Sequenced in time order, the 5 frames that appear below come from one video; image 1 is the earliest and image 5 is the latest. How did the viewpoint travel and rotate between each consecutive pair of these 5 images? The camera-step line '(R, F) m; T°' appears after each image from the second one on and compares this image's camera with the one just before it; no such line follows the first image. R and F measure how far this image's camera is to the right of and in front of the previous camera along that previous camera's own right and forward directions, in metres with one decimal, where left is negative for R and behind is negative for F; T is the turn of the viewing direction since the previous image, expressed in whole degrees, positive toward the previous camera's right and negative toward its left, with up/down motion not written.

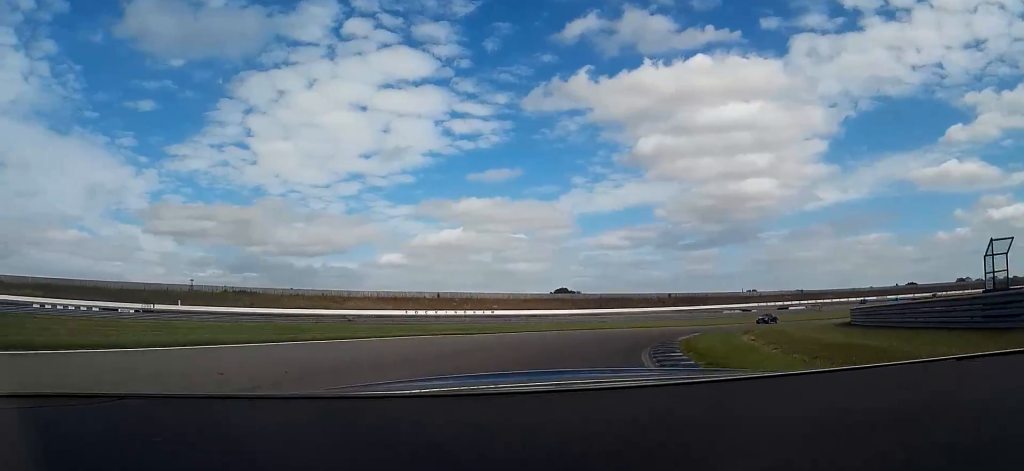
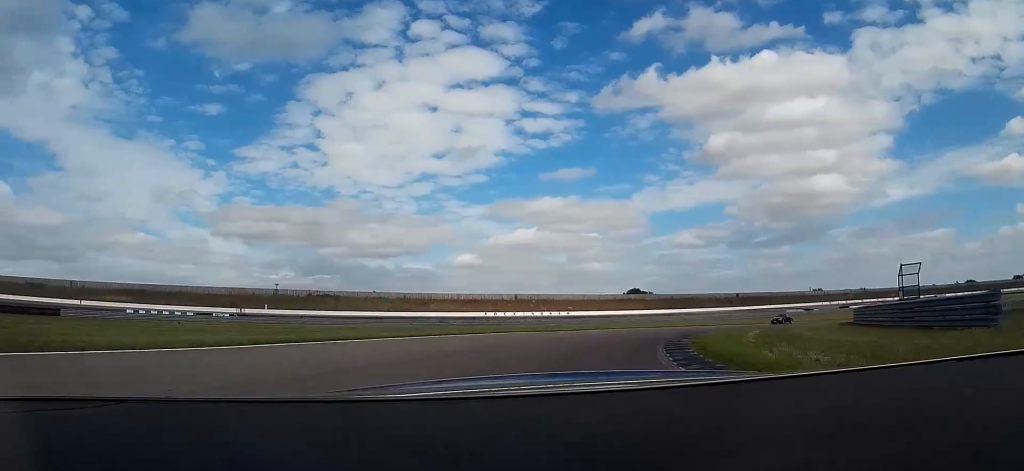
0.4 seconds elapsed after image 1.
(+0.1, +10.4) m; -7°
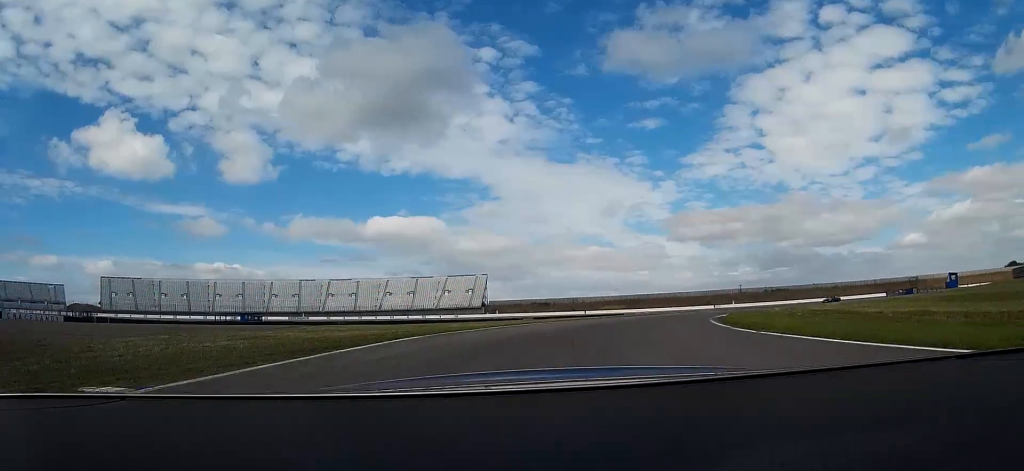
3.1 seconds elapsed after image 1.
(-27.9, +65.3) m; -40°
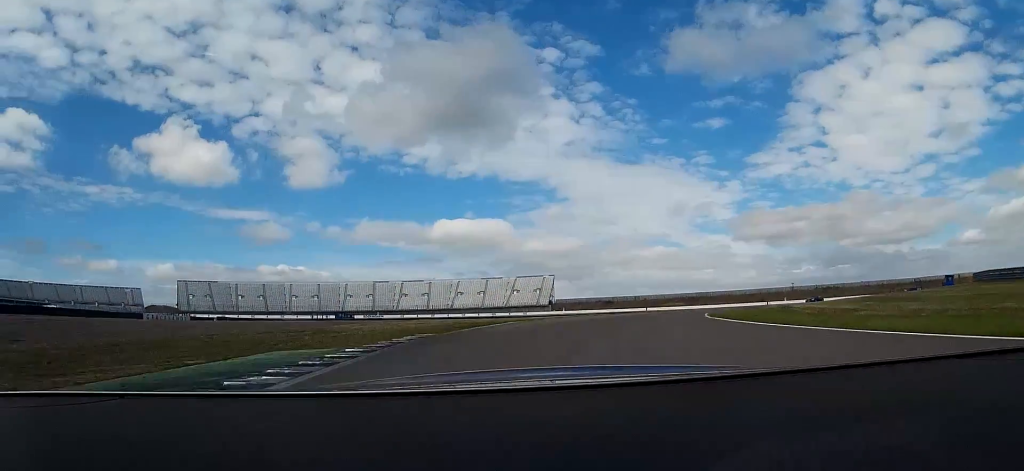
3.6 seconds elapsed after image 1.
(-0.6, +15.9) m; -5°
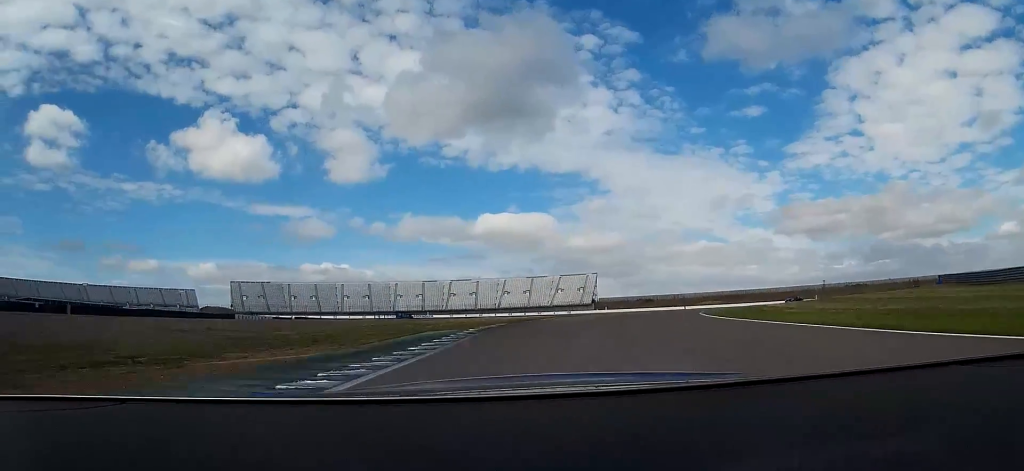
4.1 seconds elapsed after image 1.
(-0.9, +13.8) m; -3°
